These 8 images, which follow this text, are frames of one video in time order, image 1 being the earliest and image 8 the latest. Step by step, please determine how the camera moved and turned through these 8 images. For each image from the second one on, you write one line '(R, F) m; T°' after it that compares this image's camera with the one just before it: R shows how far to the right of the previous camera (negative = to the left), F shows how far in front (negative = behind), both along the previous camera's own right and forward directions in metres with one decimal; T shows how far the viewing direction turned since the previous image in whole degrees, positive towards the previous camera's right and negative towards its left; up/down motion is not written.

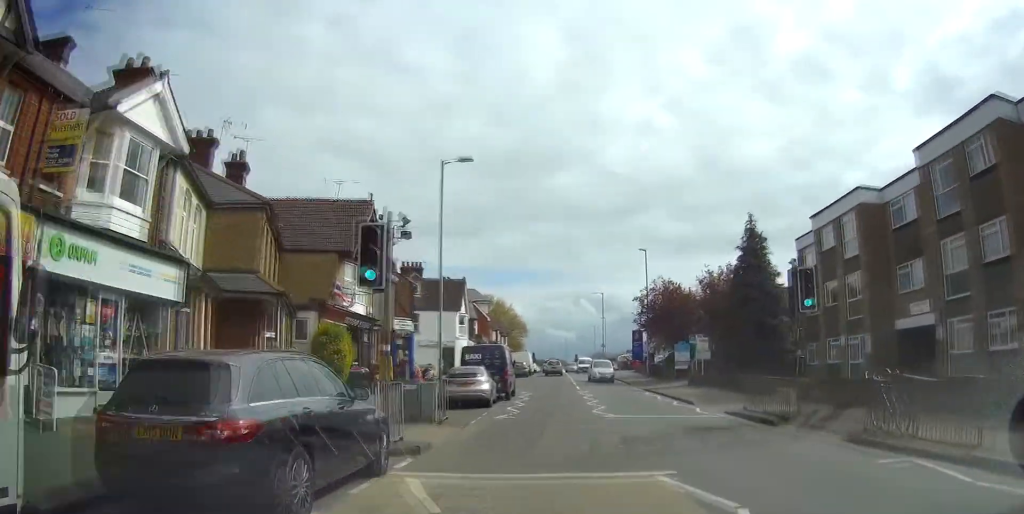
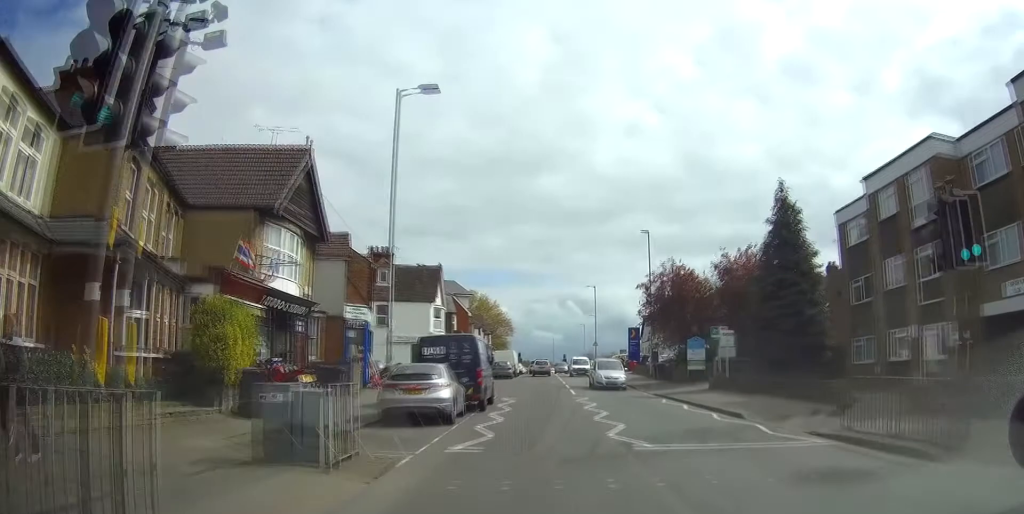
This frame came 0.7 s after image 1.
(+0.2, +7.5) m; +2°
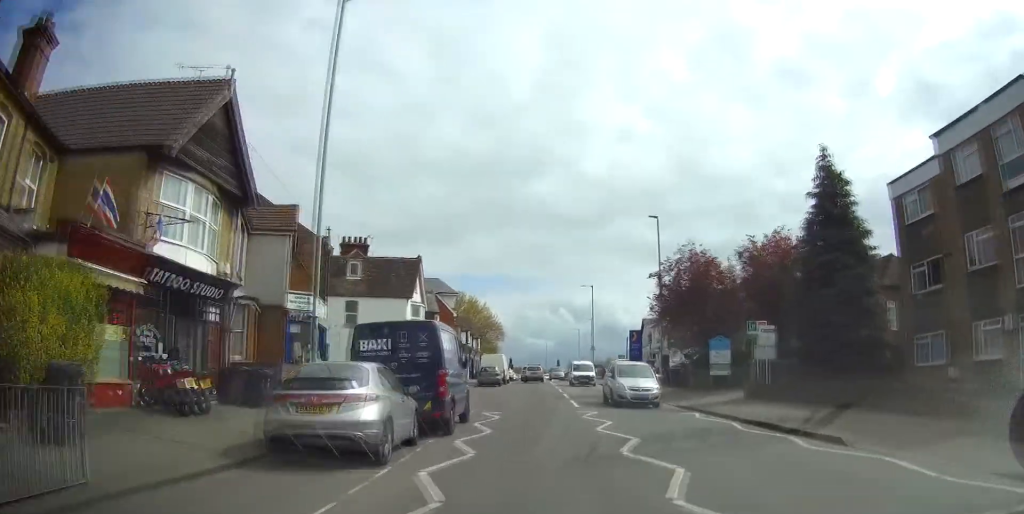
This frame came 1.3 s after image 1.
(+0.1, +6.6) m; +1°
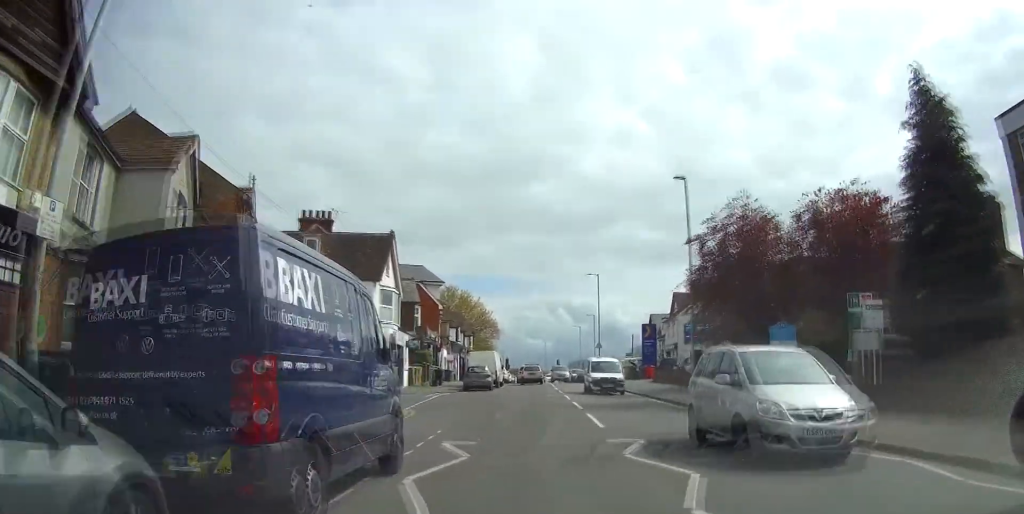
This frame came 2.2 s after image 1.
(0.0, +8.8) m; 0°
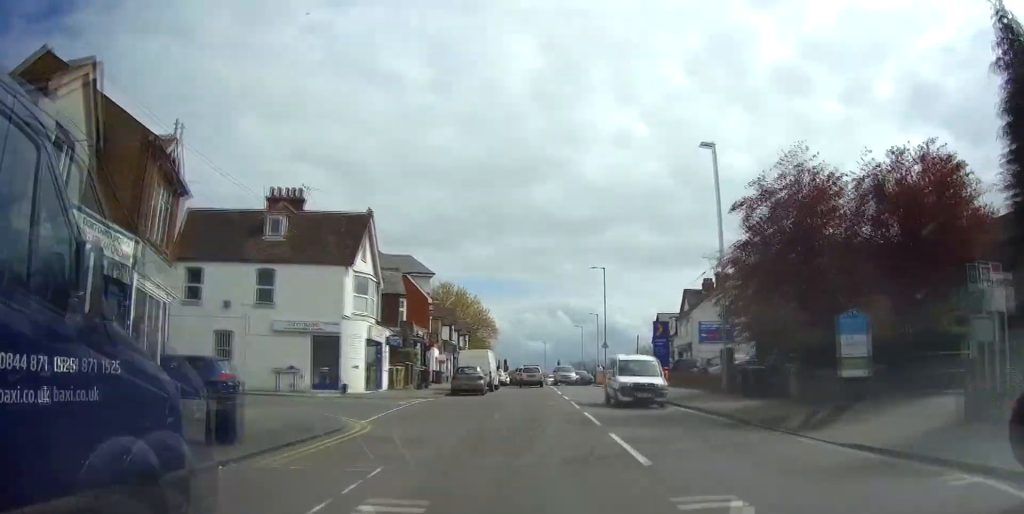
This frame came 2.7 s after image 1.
(0.0, +5.7) m; 0°
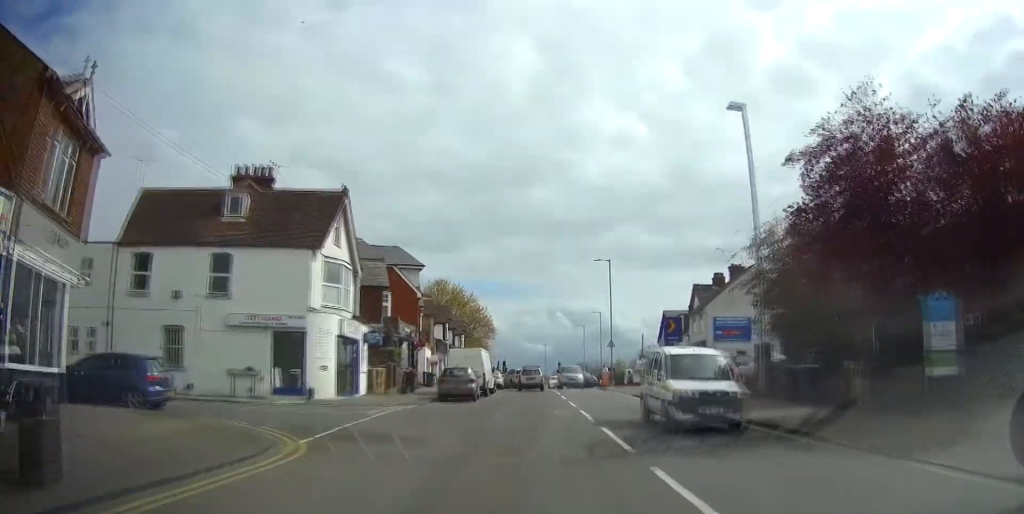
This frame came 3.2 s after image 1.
(0.0, +4.7) m; 0°
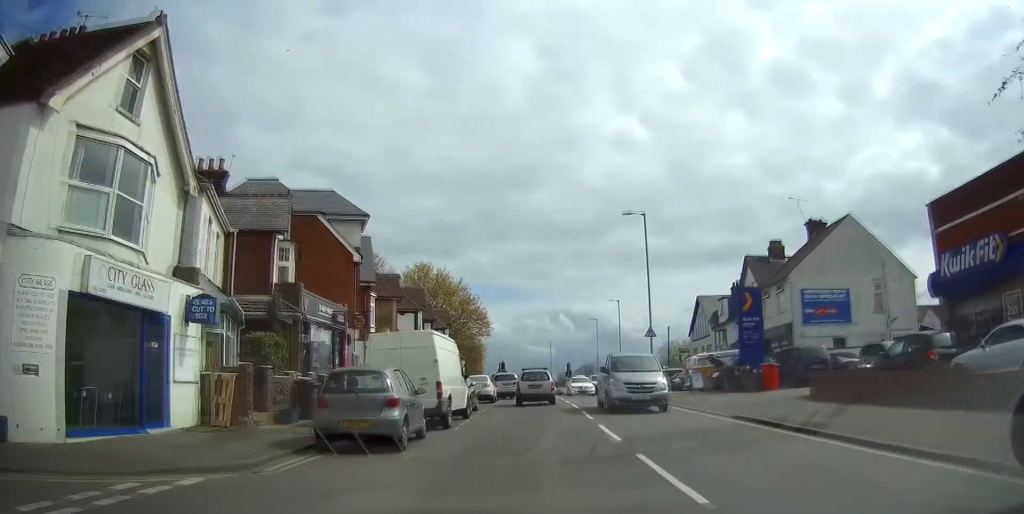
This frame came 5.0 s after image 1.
(+0.1, +17.1) m; 0°
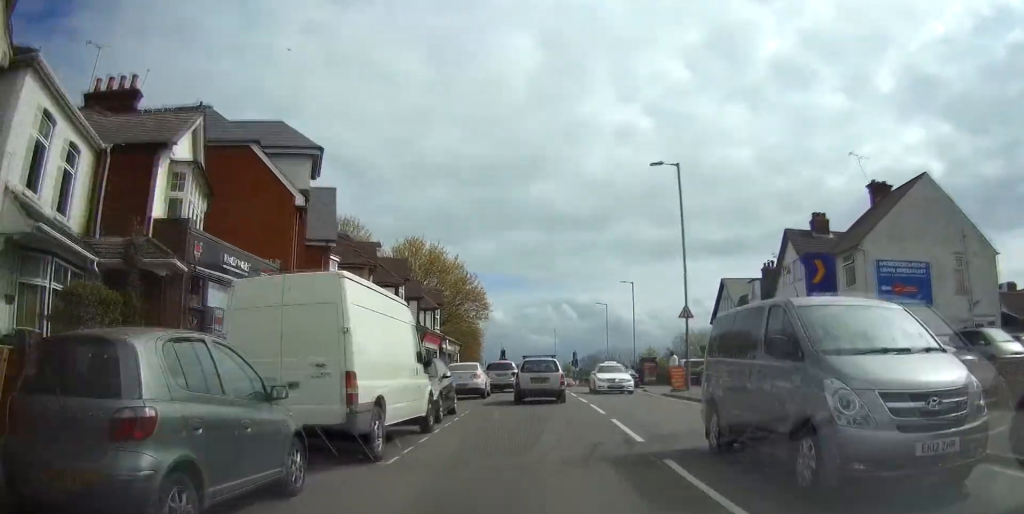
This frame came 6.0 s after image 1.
(-0.1, +8.4) m; -1°
